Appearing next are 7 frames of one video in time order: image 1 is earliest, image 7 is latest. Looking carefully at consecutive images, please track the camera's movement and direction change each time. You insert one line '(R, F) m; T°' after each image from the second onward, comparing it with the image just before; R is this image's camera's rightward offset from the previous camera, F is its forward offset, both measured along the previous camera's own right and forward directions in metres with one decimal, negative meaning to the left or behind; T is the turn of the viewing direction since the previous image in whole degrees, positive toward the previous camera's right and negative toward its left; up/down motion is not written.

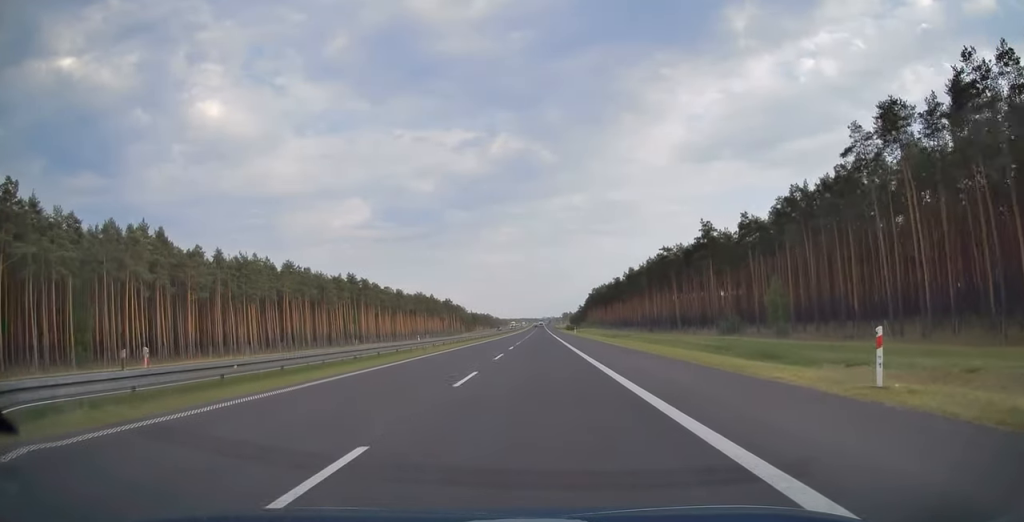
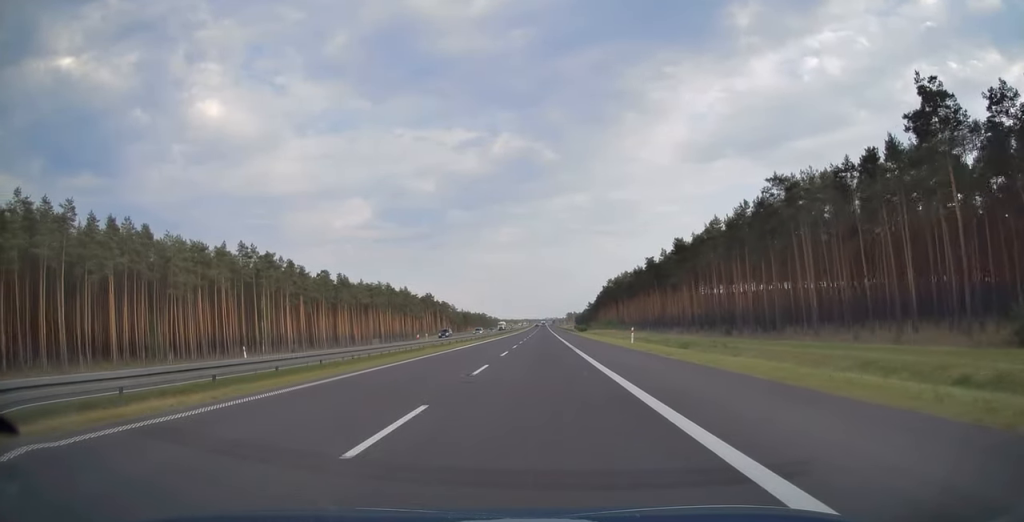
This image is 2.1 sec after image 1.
(0.0, +68.3) m; 0°
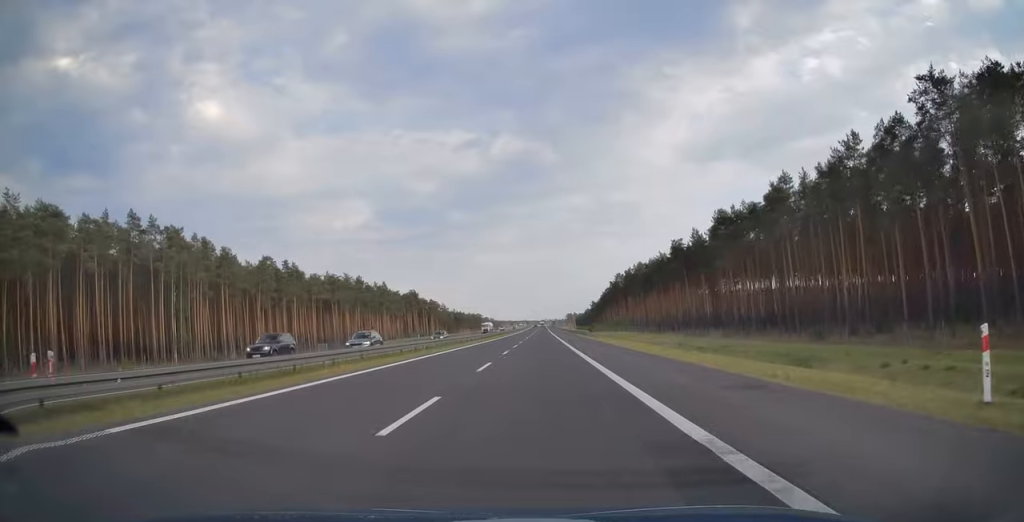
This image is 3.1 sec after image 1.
(-0.1, +34.3) m; 0°
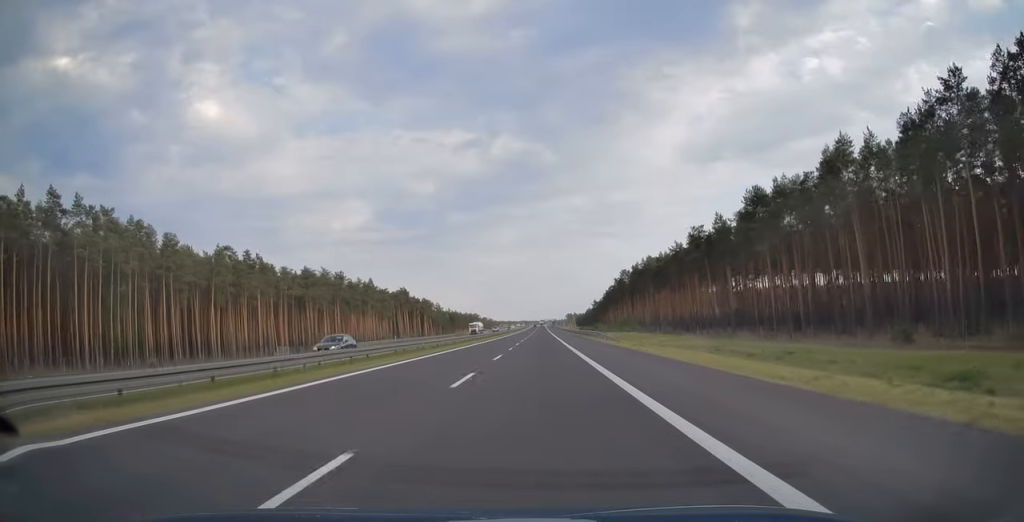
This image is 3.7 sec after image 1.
(0.0, +17.4) m; 0°
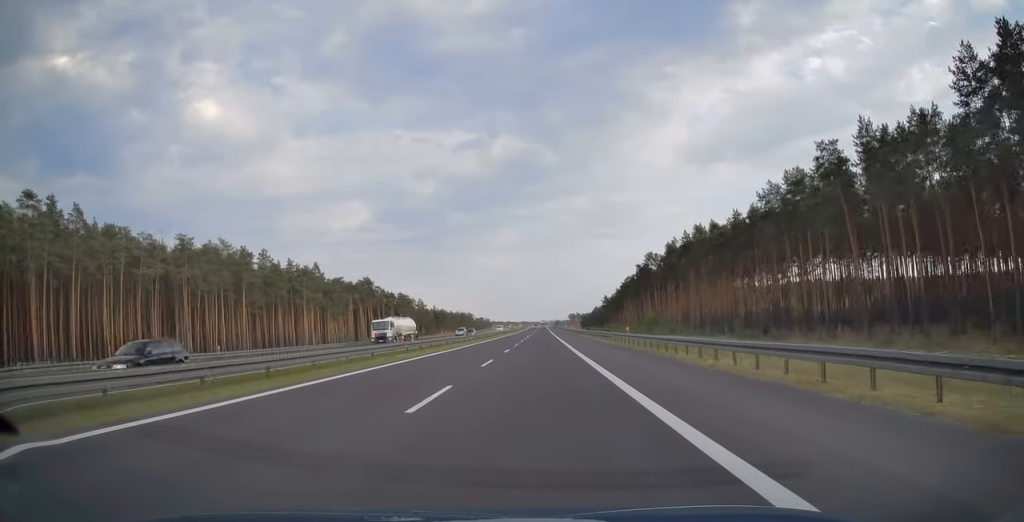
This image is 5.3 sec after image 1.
(+0.1, +52.5) m; 0°
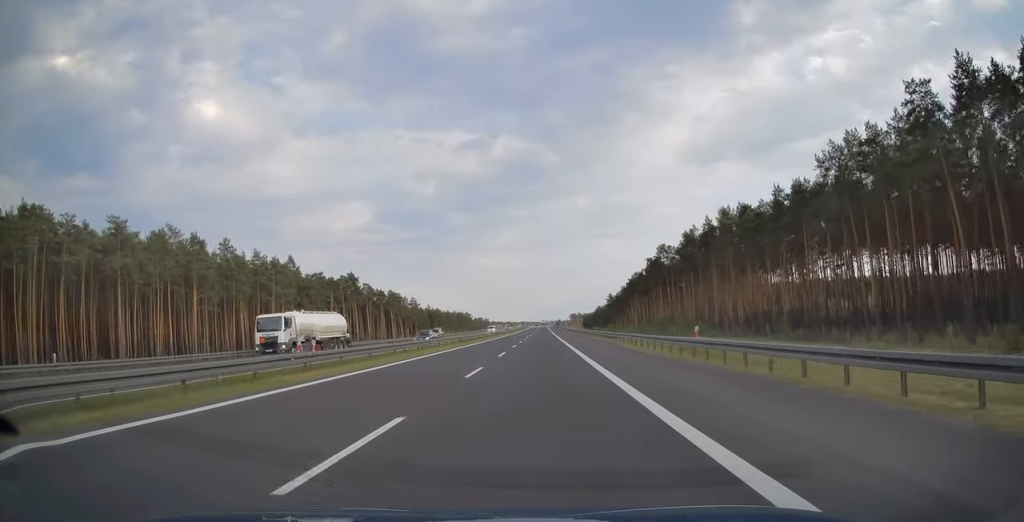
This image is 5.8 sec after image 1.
(0.0, +17.0) m; 0°
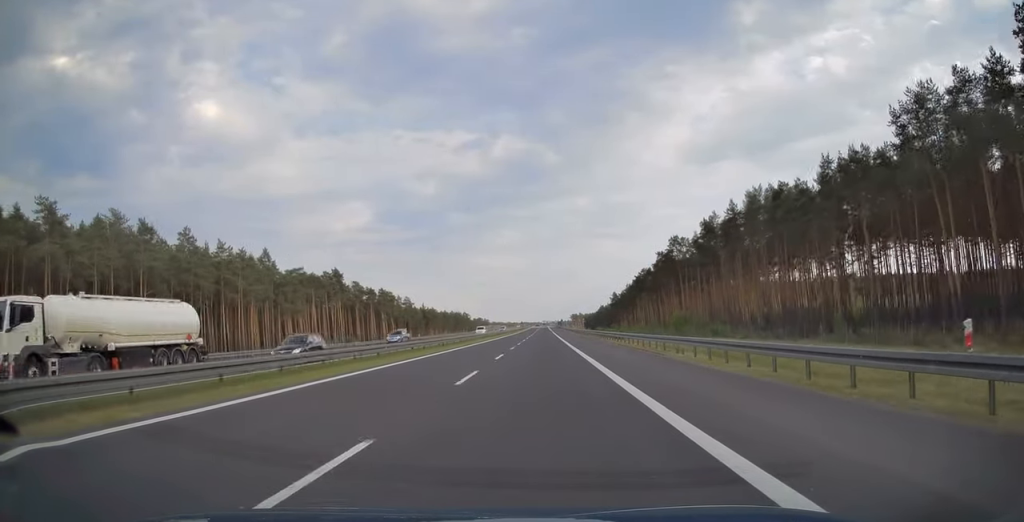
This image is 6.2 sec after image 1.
(0.0, +14.2) m; 0°
